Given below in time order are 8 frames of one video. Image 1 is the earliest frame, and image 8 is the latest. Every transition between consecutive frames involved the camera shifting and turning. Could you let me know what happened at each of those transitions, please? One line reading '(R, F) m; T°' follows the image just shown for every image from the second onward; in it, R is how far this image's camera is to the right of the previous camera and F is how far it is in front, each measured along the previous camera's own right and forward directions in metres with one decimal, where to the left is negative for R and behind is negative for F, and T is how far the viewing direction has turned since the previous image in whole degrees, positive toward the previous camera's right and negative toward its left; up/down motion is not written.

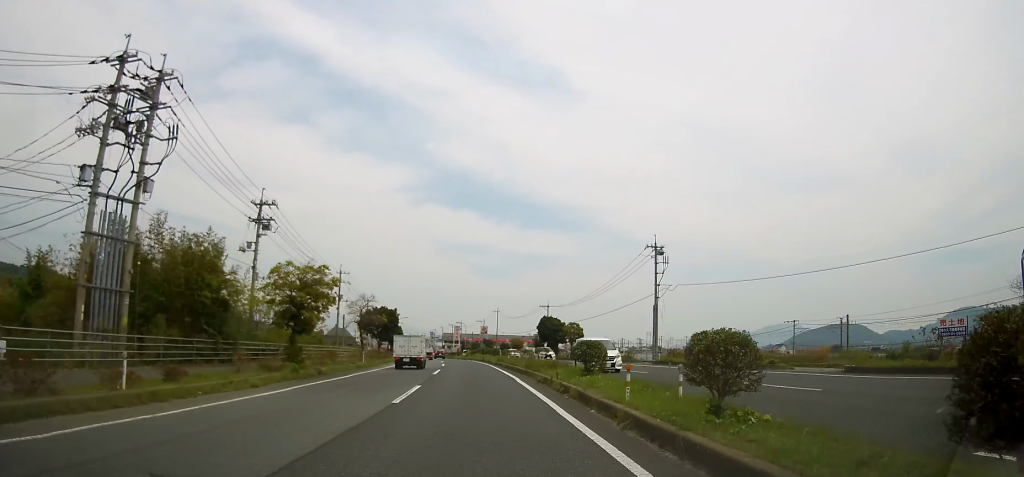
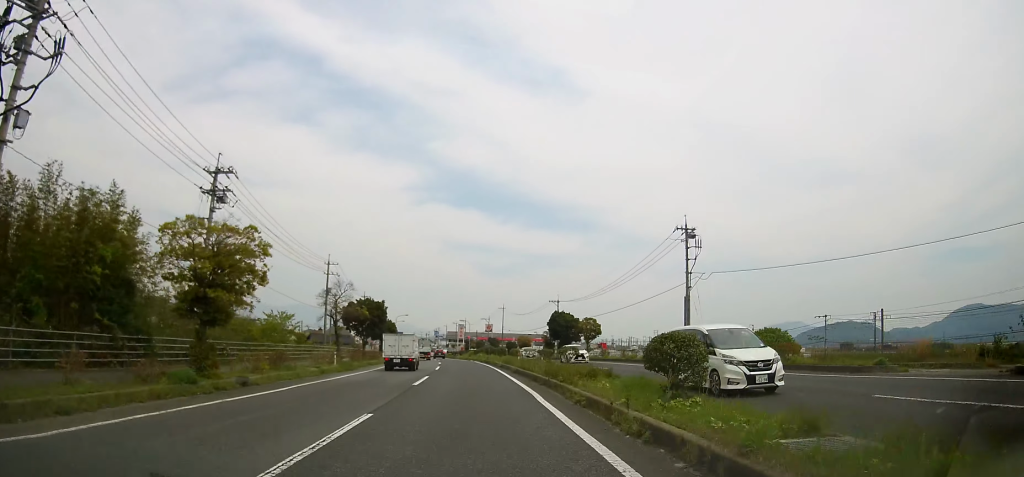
(+0.1, +9.0) m; -1°
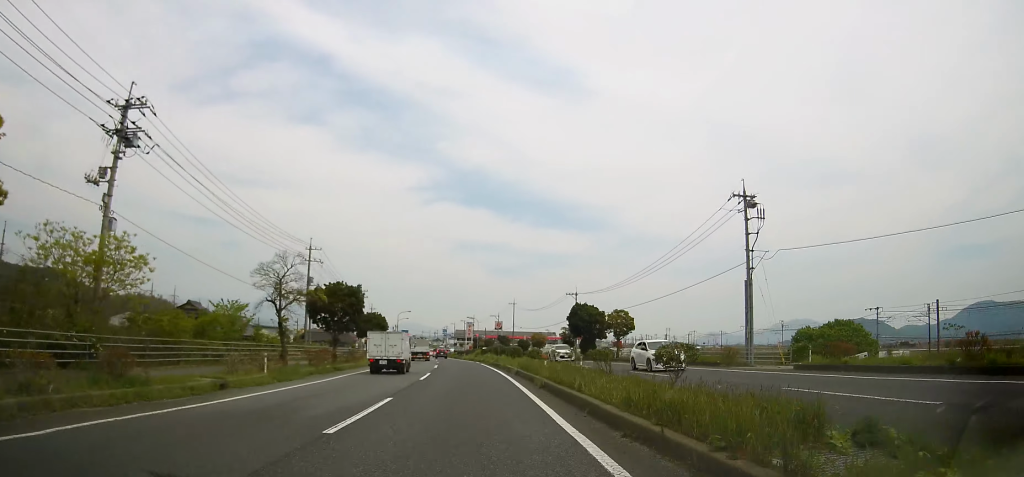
(-0.2, +11.8) m; -1°
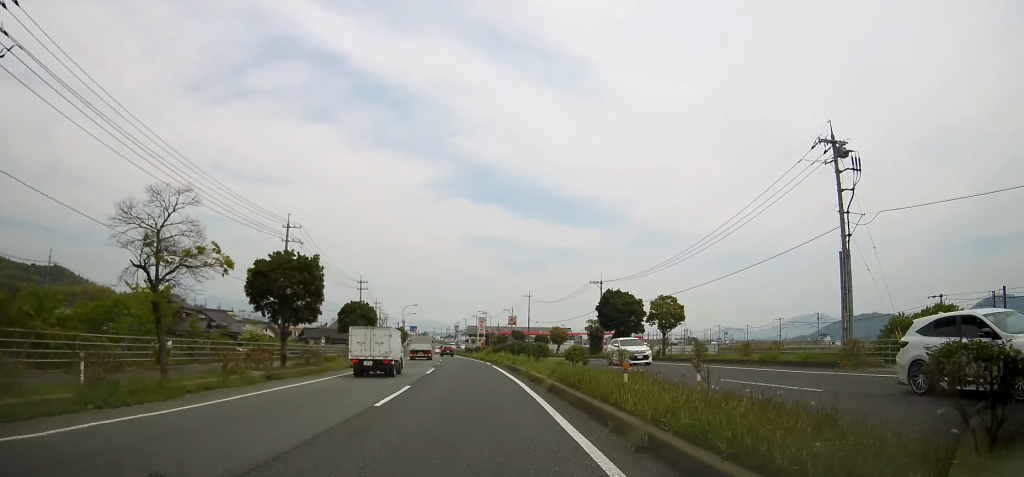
(-0.1, +11.4) m; -1°
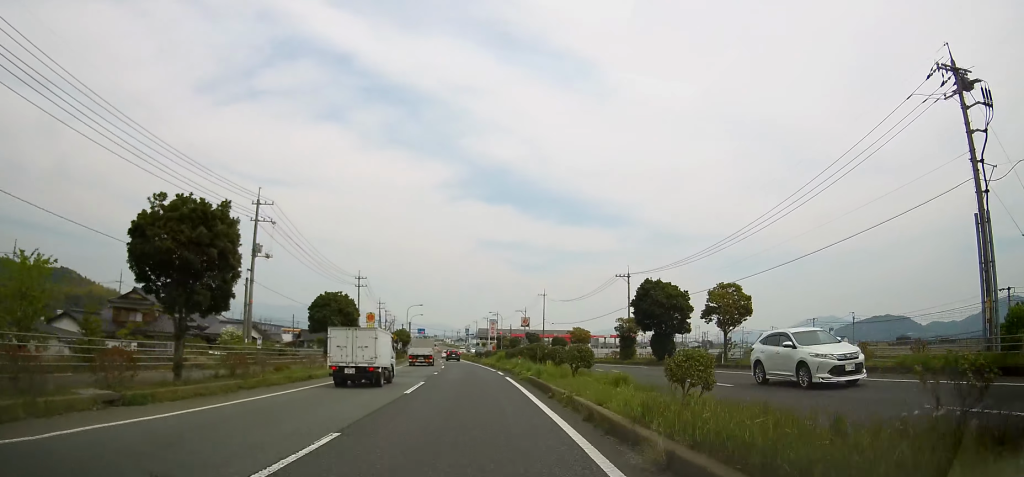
(+0.1, +10.4) m; -1°
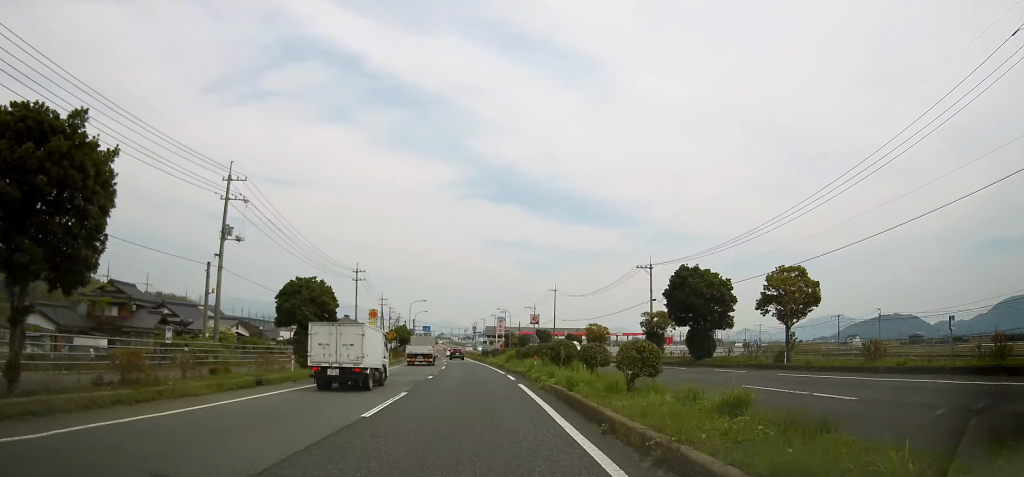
(-0.1, +6.9) m; -1°
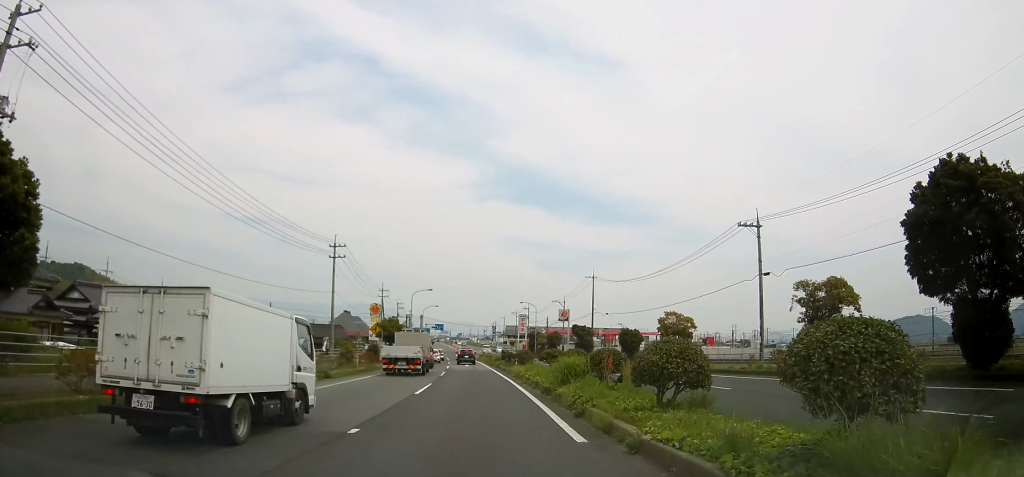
(-0.6, +22.8) m; -3°
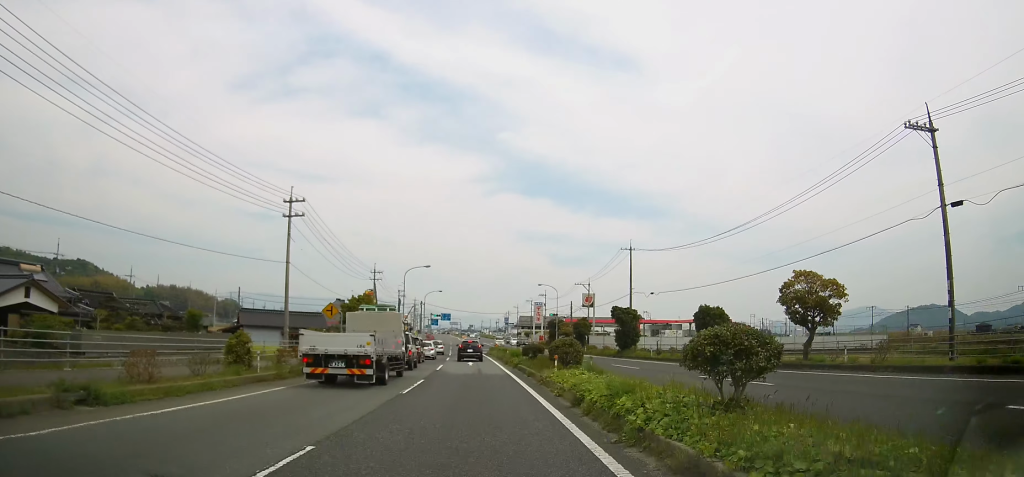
(-0.4, +18.4) m; -1°
